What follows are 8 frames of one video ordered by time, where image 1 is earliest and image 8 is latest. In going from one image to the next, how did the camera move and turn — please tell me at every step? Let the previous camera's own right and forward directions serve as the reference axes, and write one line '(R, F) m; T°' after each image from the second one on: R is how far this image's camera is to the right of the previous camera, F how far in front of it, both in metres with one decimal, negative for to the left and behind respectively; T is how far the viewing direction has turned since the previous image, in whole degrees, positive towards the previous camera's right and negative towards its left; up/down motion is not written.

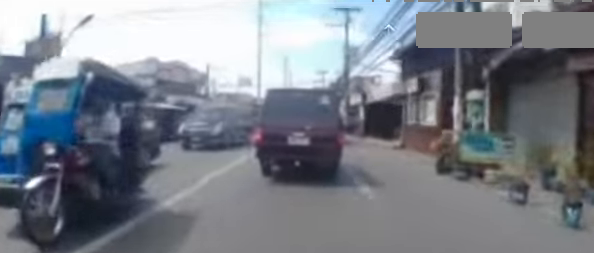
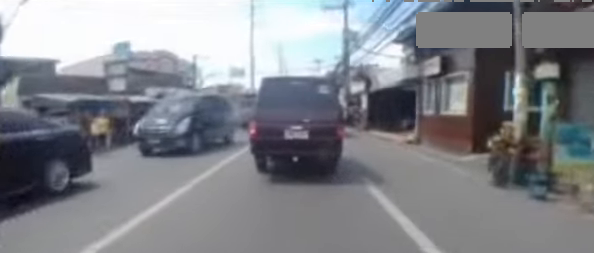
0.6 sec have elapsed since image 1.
(+0.1, +2.4) m; +1°
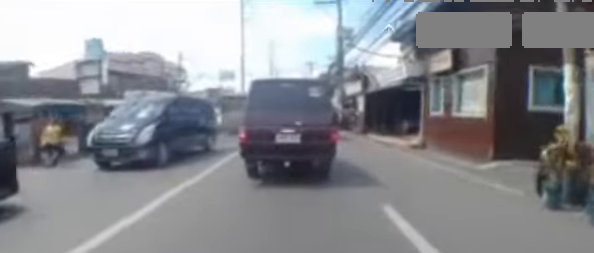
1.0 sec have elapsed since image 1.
(-0.1, +1.4) m; -1°
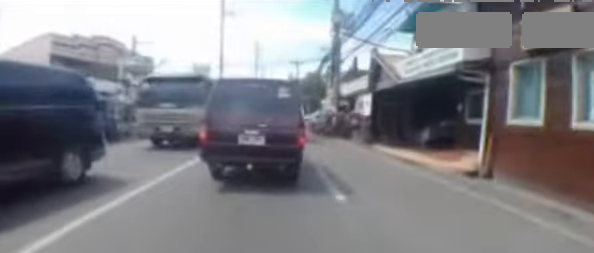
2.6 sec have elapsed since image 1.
(-0.1, +5.0) m; +6°
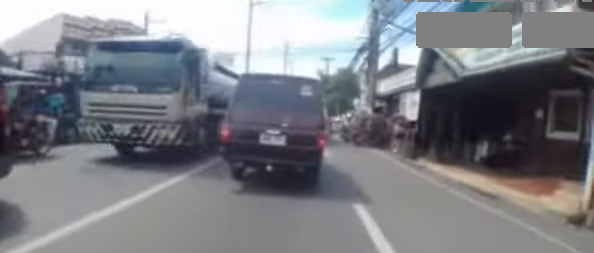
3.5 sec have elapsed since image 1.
(+0.3, +2.4) m; 0°
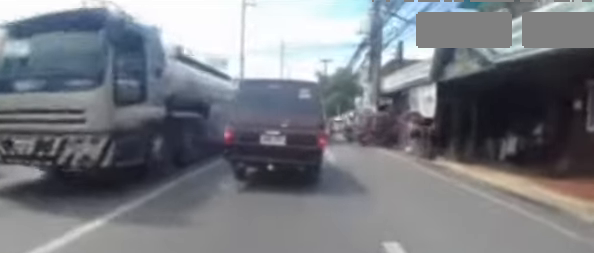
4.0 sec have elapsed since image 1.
(-0.1, +1.6) m; -4°
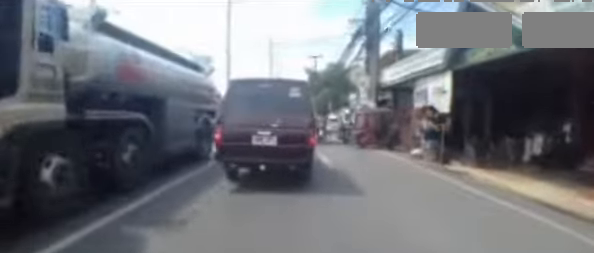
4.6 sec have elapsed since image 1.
(-0.1, +1.7) m; -6°
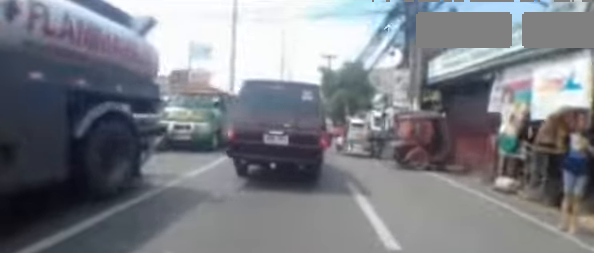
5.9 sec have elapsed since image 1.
(-0.3, +4.0) m; -7°
